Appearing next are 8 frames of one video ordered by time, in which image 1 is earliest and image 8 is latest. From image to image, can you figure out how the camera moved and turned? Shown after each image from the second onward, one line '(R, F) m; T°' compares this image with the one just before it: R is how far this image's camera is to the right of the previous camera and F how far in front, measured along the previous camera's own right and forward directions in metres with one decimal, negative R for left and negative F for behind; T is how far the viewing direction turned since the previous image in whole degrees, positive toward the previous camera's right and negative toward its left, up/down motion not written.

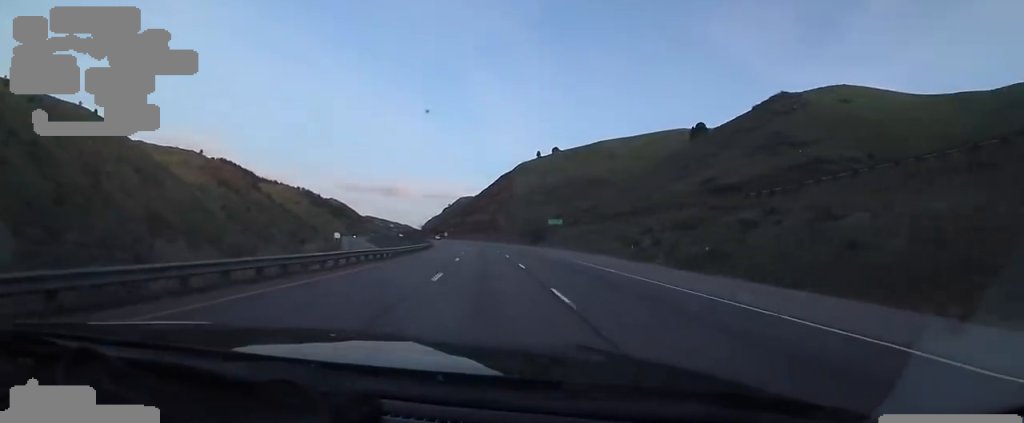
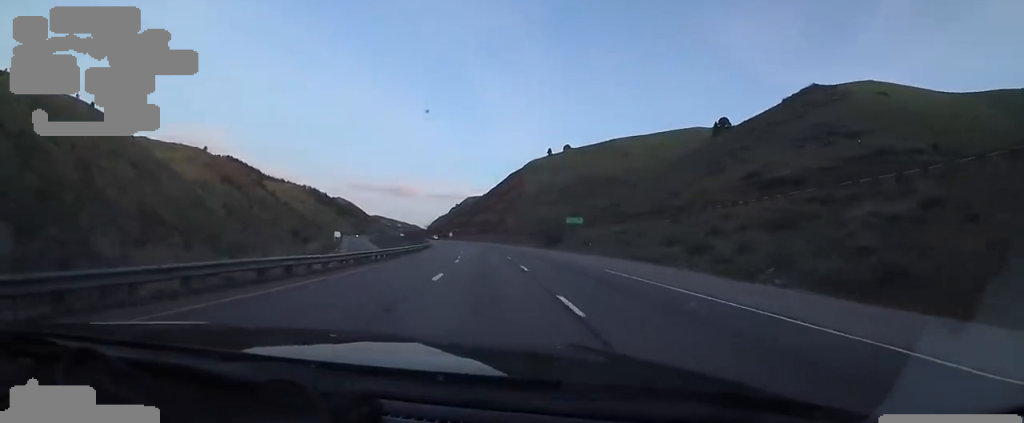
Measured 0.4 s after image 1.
(+0.5, +13.4) m; 0°
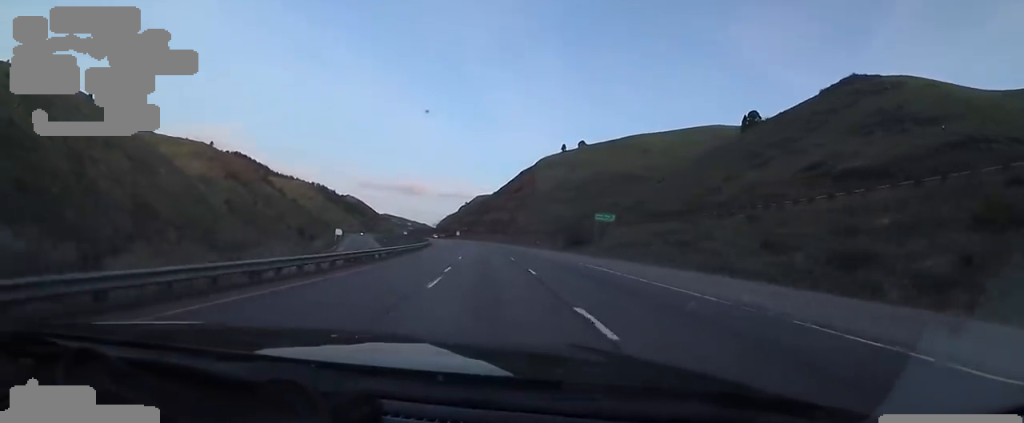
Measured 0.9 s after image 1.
(-0.4, +14.7) m; -2°
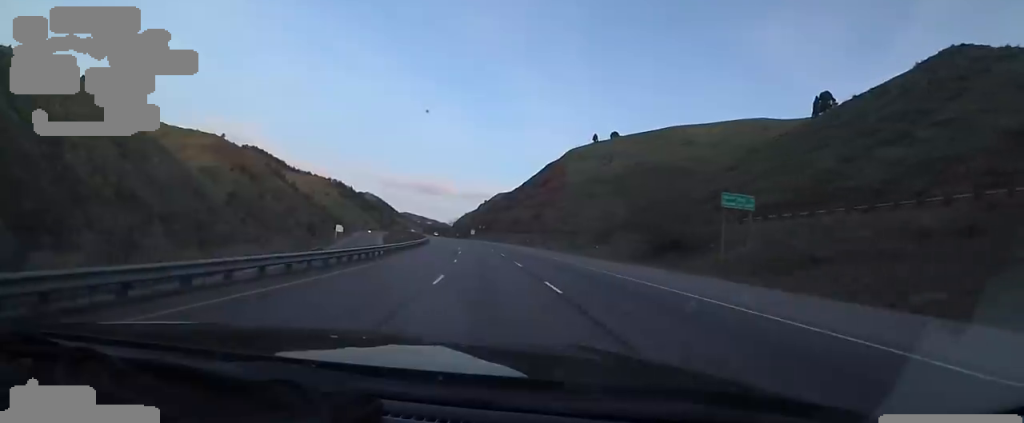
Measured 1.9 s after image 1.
(-1.2, +30.9) m; -3°
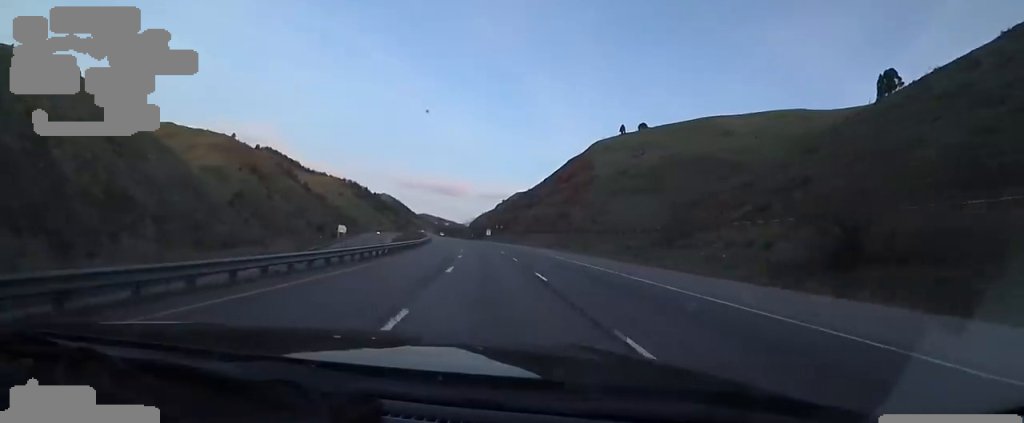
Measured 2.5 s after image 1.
(-0.4, +21.3) m; -1°
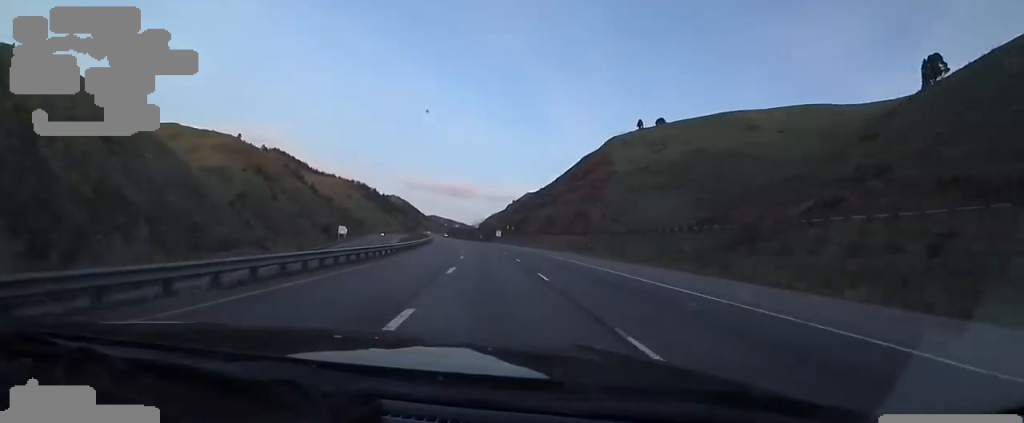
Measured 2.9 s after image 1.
(0.0, +12.7) m; -1°
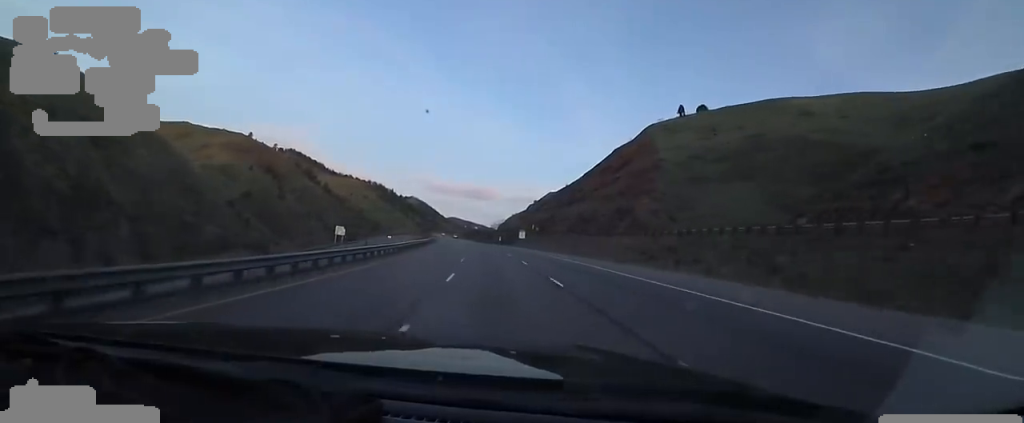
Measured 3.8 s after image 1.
(-0.2, +26.3) m; -3°
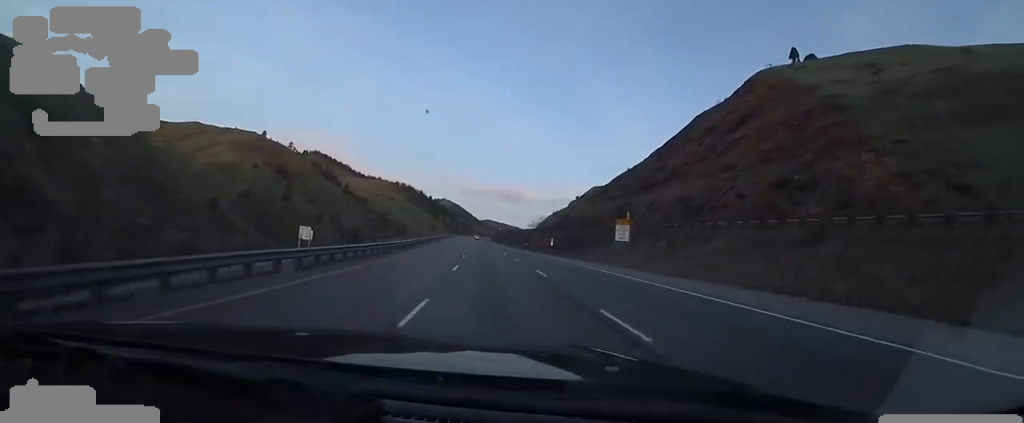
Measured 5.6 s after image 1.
(-4.6, +55.8) m; -4°
